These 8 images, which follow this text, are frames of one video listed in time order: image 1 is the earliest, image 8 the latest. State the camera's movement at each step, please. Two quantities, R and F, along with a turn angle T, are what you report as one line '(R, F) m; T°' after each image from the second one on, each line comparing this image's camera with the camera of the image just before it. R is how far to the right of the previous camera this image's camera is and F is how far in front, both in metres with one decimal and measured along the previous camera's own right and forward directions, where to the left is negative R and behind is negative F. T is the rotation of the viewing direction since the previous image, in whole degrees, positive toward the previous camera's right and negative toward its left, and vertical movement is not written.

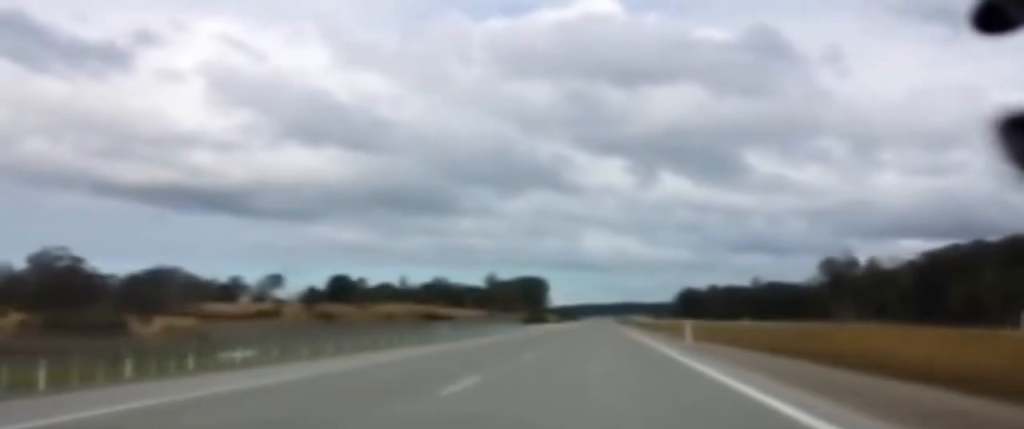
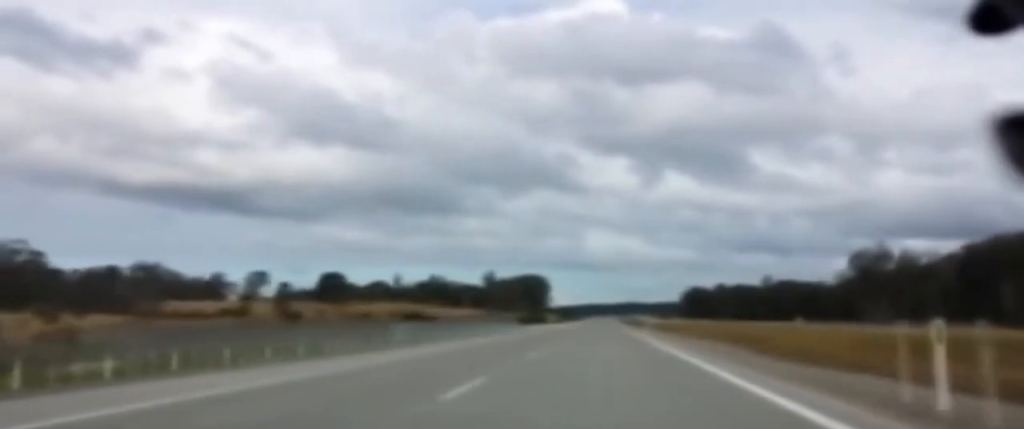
(-0.1, +23.1) m; -1°
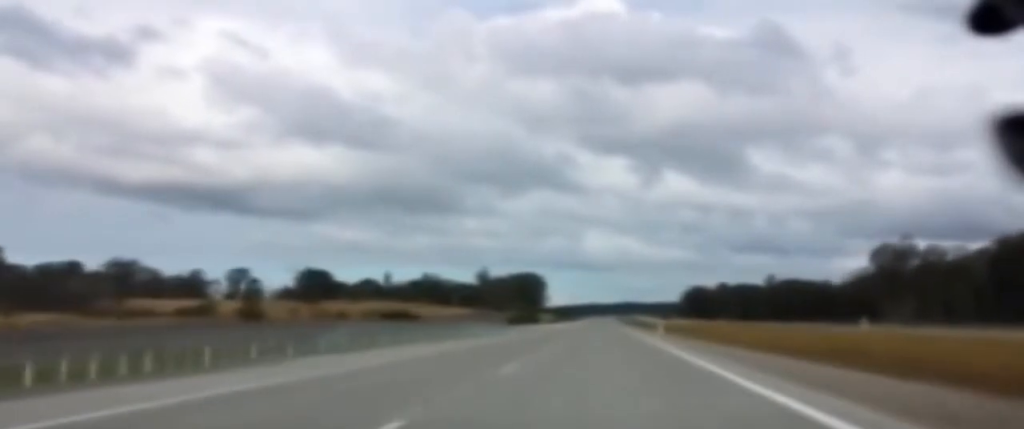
(-0.2, +17.1) m; 0°
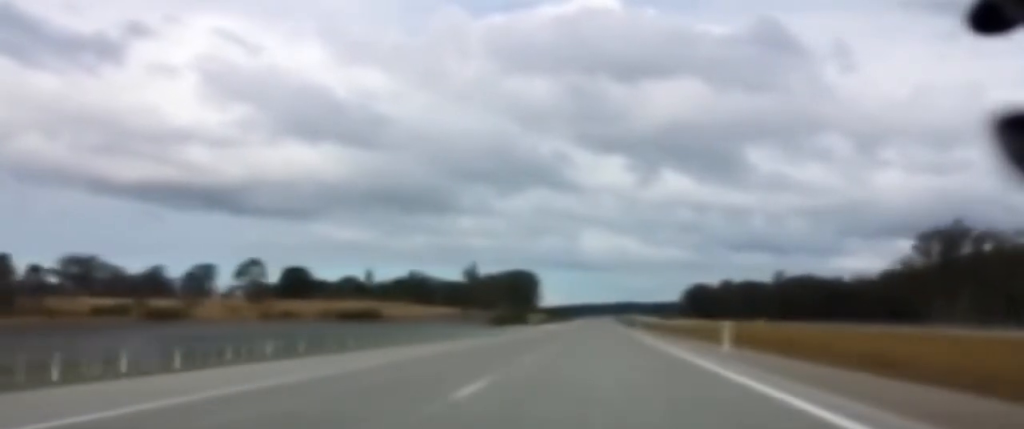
(+0.1, +27.3) m; 0°
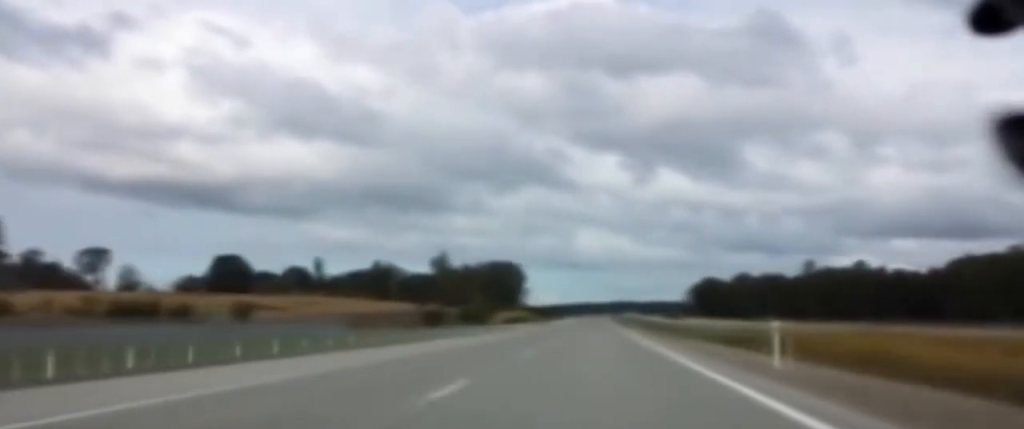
(+0.4, +68.1) m; +1°
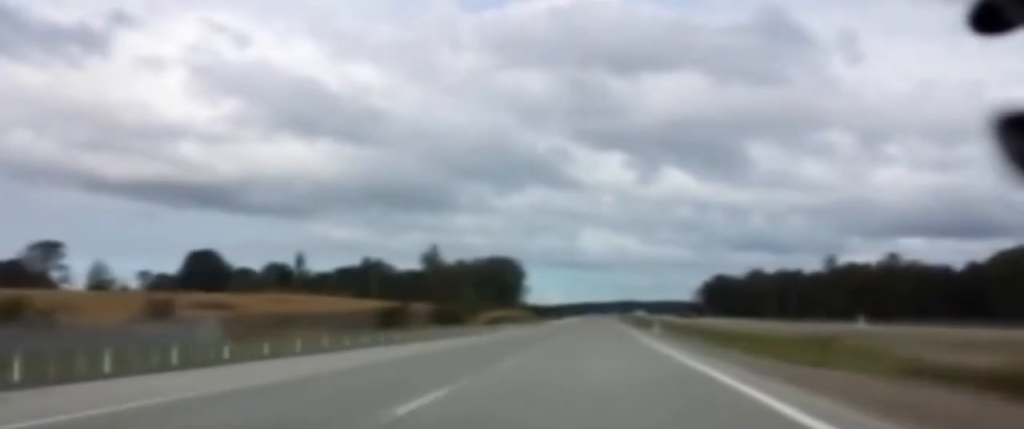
(+0.2, +24.4) m; 0°
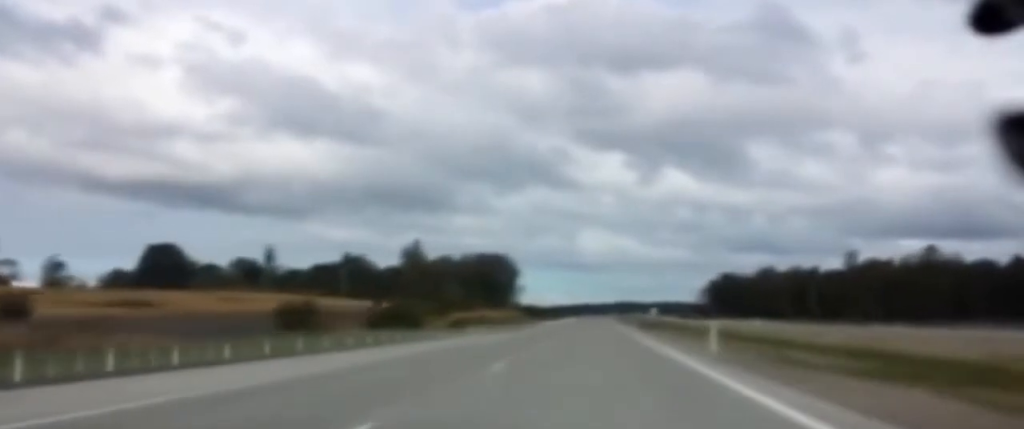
(-0.1, +26.5) m; 0°
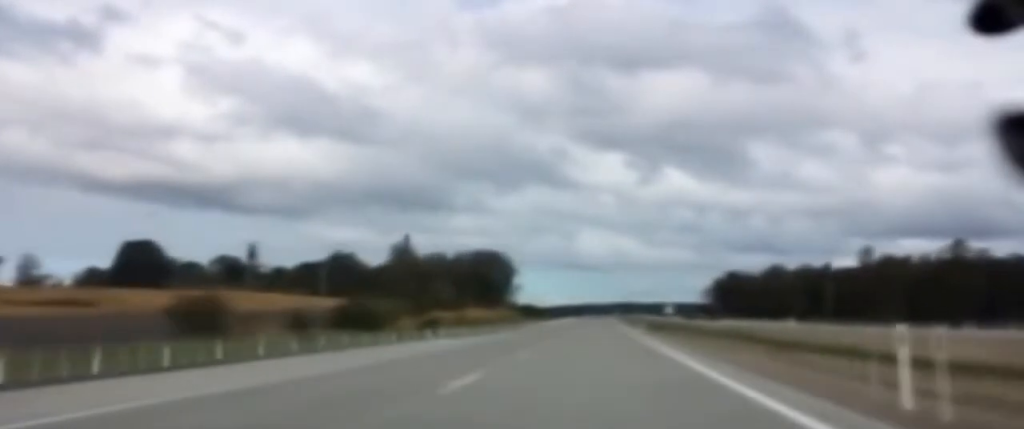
(0.0, +15.3) m; 0°
